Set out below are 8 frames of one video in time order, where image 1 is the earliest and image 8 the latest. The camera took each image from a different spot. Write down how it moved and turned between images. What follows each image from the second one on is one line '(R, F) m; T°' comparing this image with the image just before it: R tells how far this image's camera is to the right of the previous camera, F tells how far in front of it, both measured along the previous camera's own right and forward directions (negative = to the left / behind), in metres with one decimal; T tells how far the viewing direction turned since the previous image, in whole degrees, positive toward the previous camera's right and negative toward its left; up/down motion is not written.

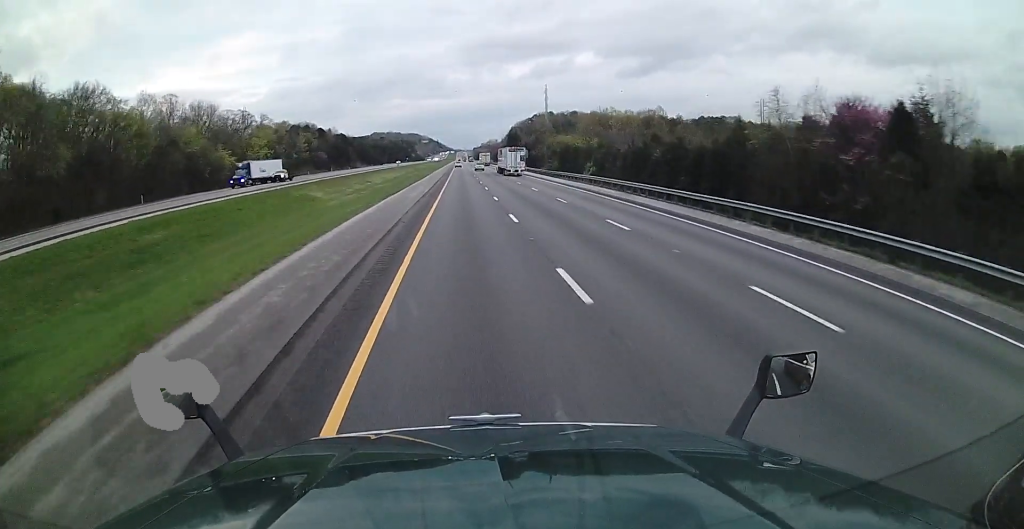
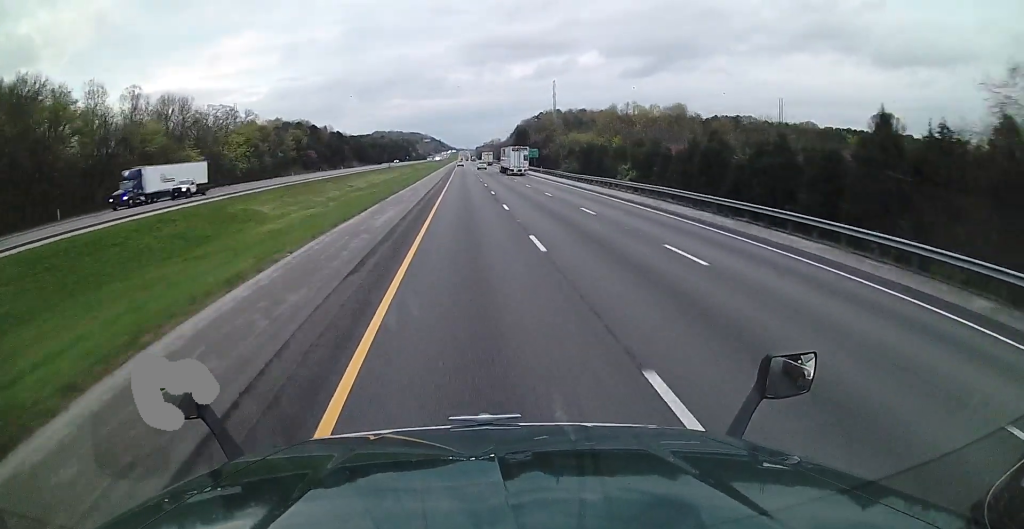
(0.0, +18.6) m; 0°
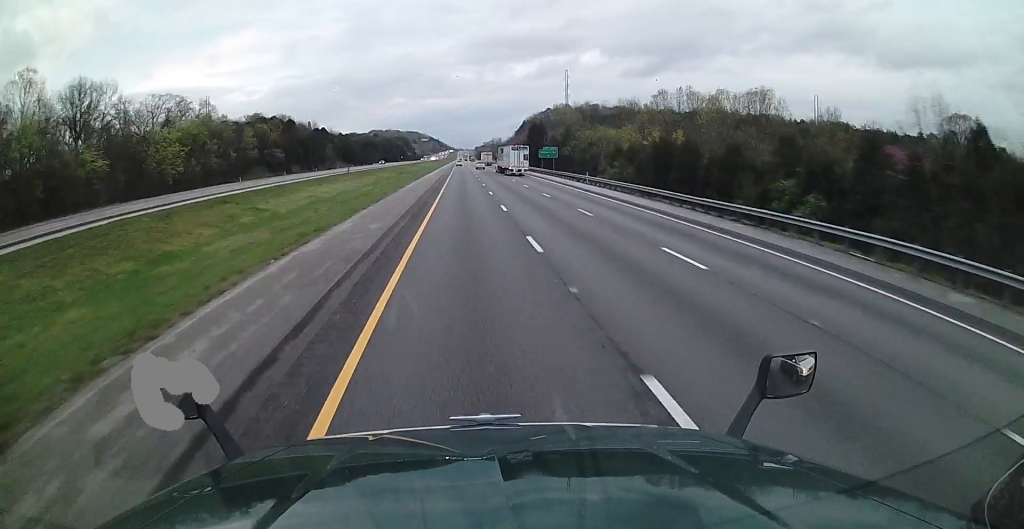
(0.0, +35.7) m; 0°
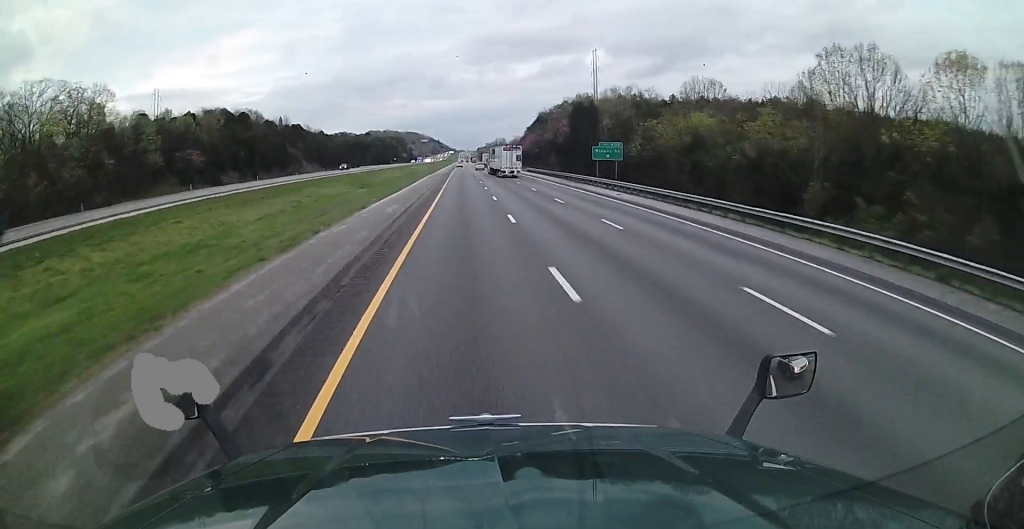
(0.0, +53.2) m; 0°
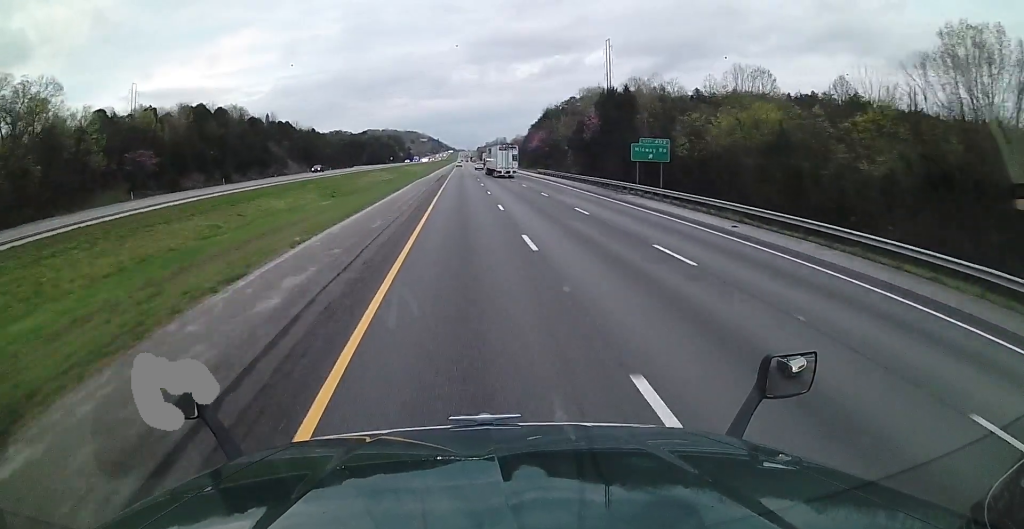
(0.0, +18.5) m; 0°
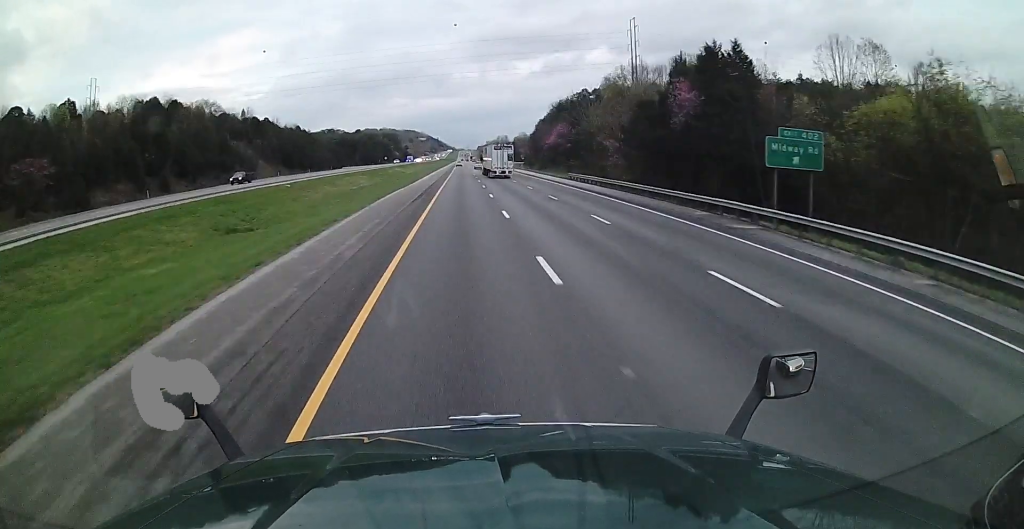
(0.0, +28.3) m; 0°
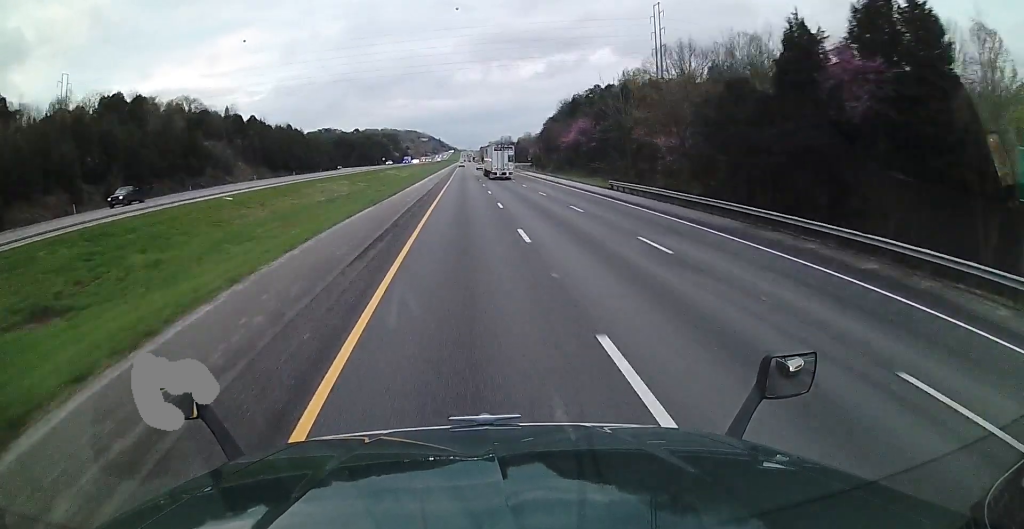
(0.0, +18.5) m; 0°
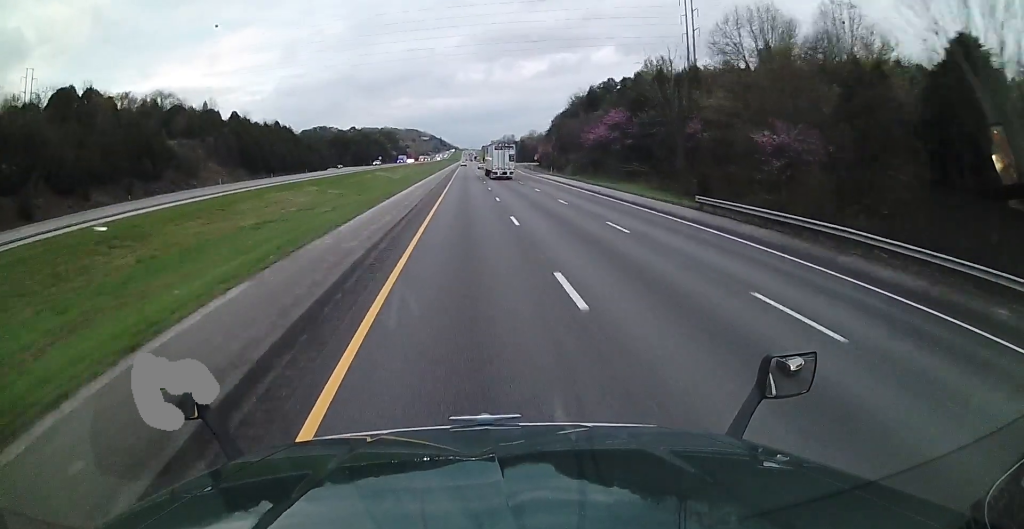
(0.0, +19.6) m; 0°
